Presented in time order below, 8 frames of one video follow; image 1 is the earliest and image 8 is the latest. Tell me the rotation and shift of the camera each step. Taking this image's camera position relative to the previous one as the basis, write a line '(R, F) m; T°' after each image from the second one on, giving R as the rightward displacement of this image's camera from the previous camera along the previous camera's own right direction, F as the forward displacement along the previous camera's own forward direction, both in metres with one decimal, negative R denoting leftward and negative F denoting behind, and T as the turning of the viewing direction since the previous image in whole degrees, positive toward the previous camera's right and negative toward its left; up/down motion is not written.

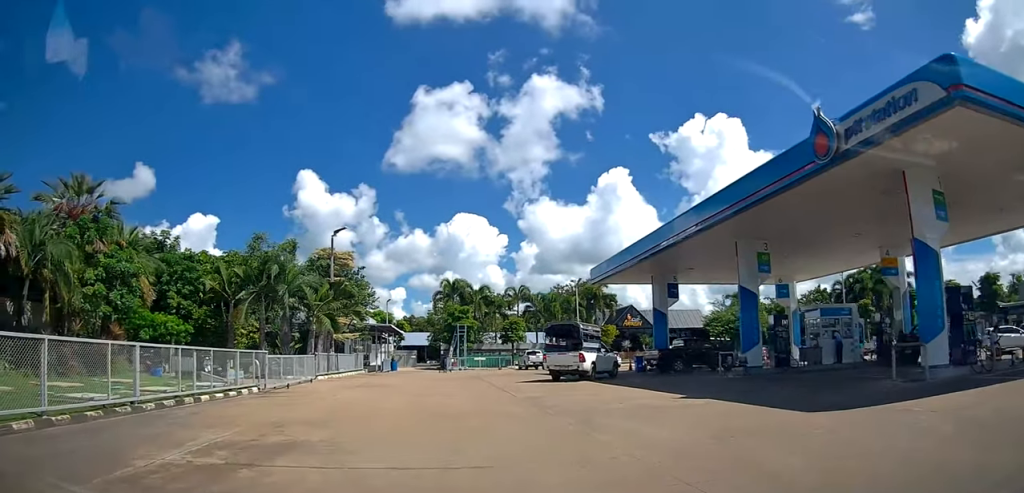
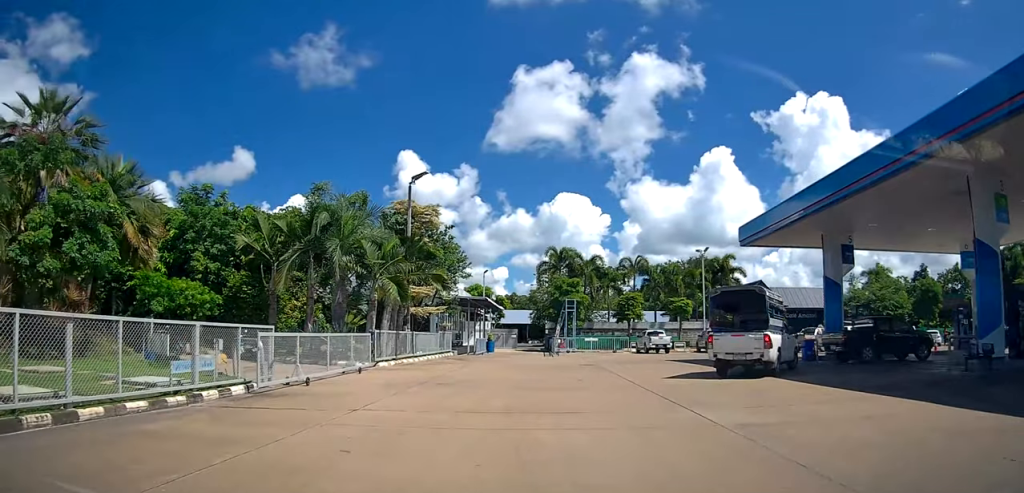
(-1.0, +7.9) m; -10°
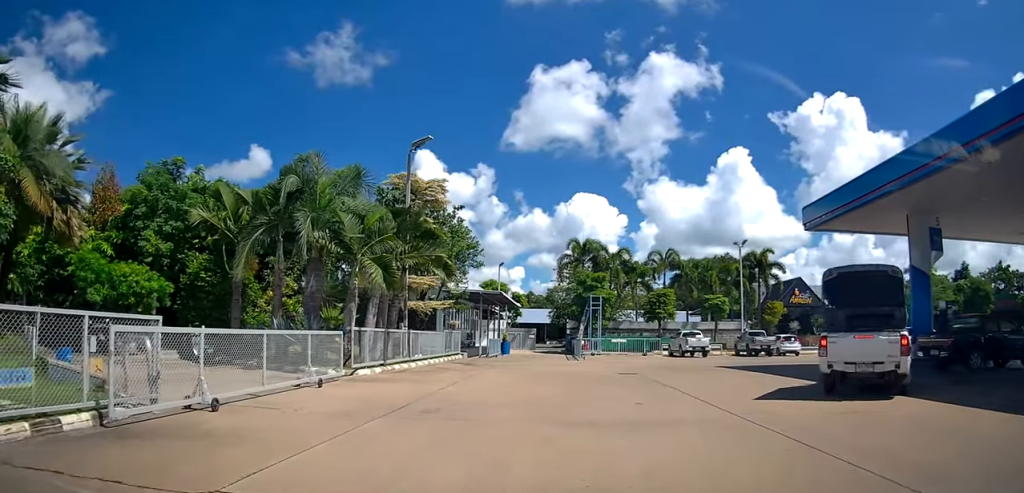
(0.0, +5.0) m; -1°
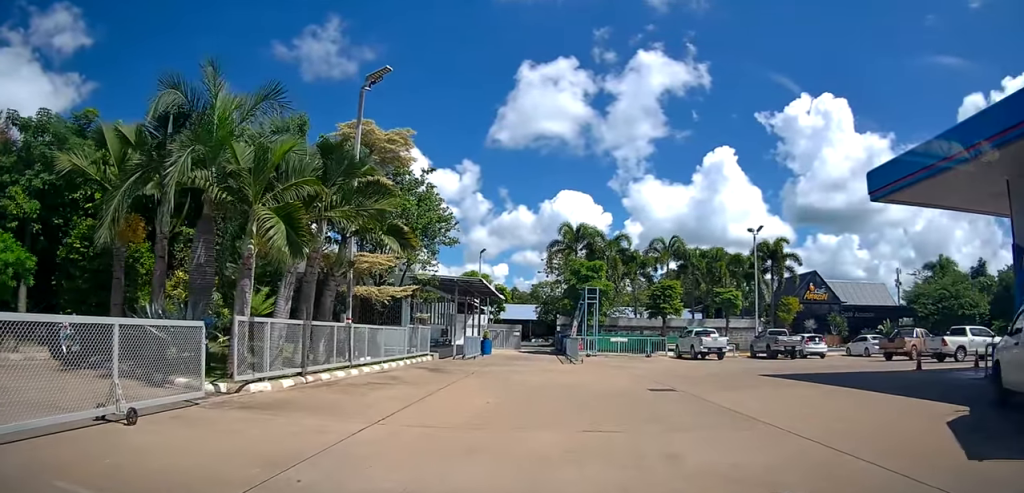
(-0.1, +5.9) m; +3°
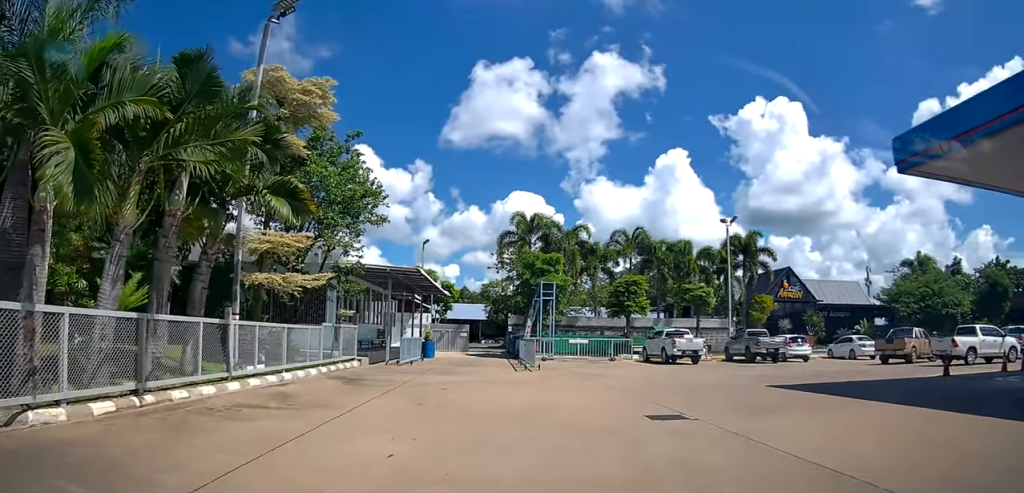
(+0.2, +4.2) m; +5°
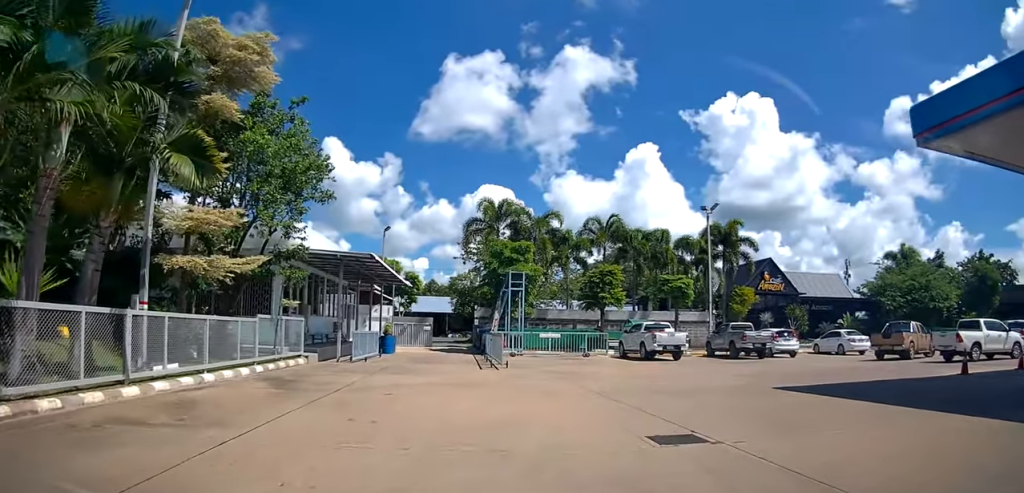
(+0.1, +2.2) m; +2°
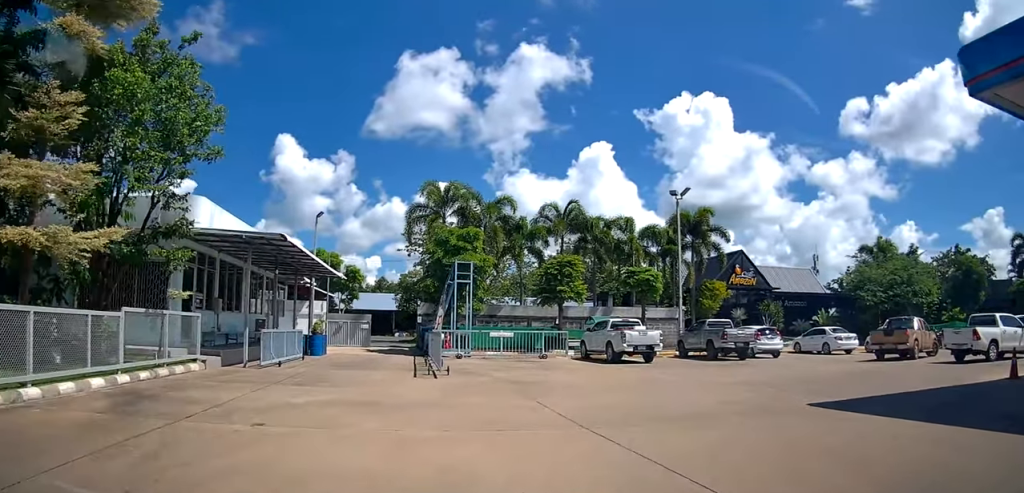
(+0.2, +4.0) m; +4°
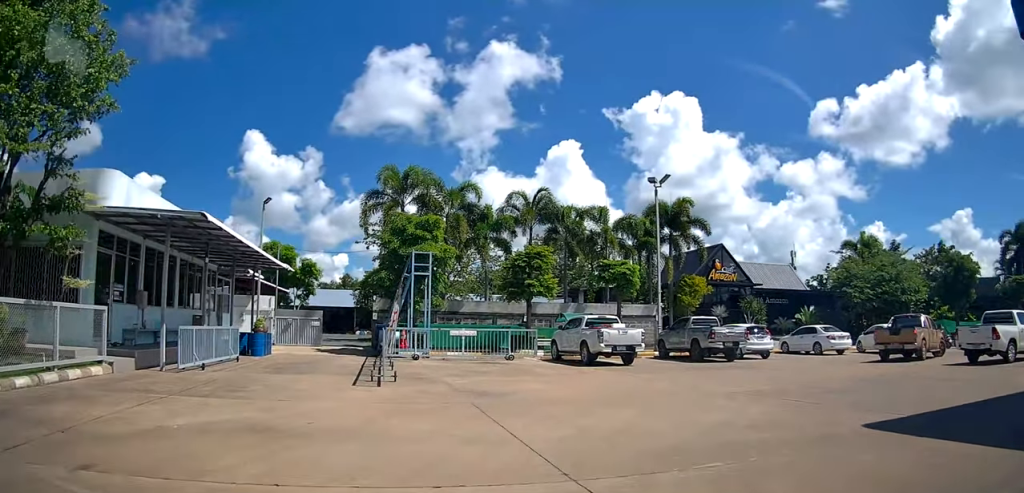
(0.0, +2.9) m; +4°
